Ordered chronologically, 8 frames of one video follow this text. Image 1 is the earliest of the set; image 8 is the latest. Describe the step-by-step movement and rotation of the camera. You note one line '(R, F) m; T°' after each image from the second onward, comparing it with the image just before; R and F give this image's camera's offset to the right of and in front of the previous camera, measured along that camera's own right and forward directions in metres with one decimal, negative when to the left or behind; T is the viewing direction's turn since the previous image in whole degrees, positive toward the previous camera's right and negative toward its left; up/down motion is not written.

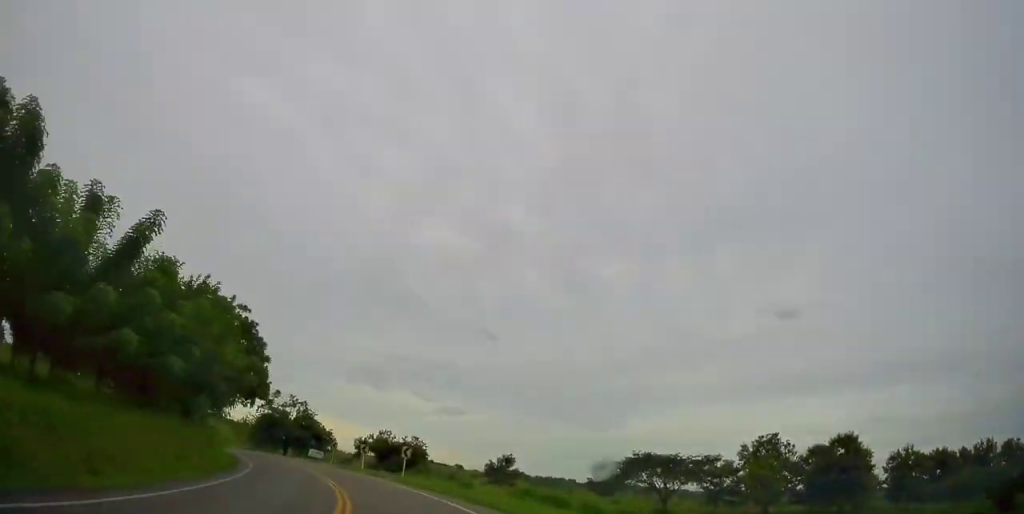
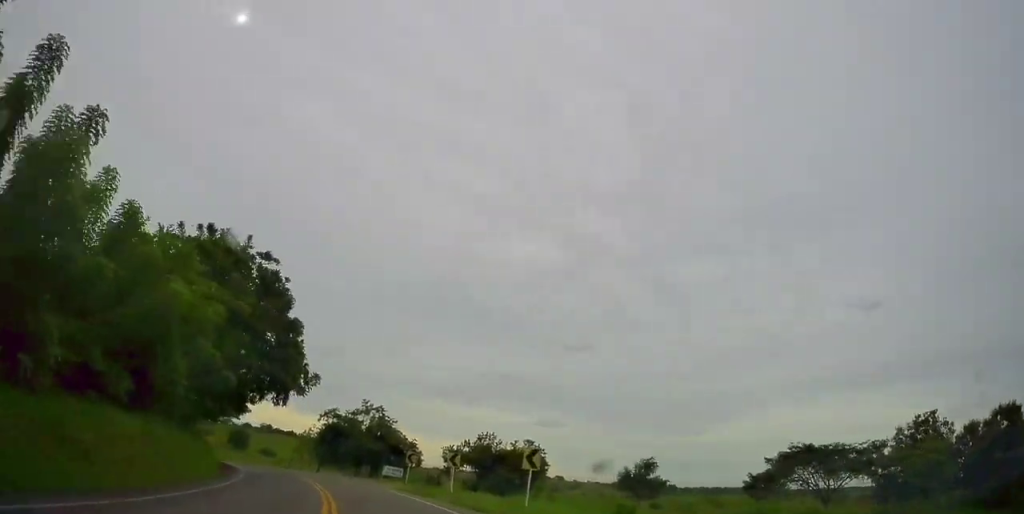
(-0.9, +20.0) m; -6°
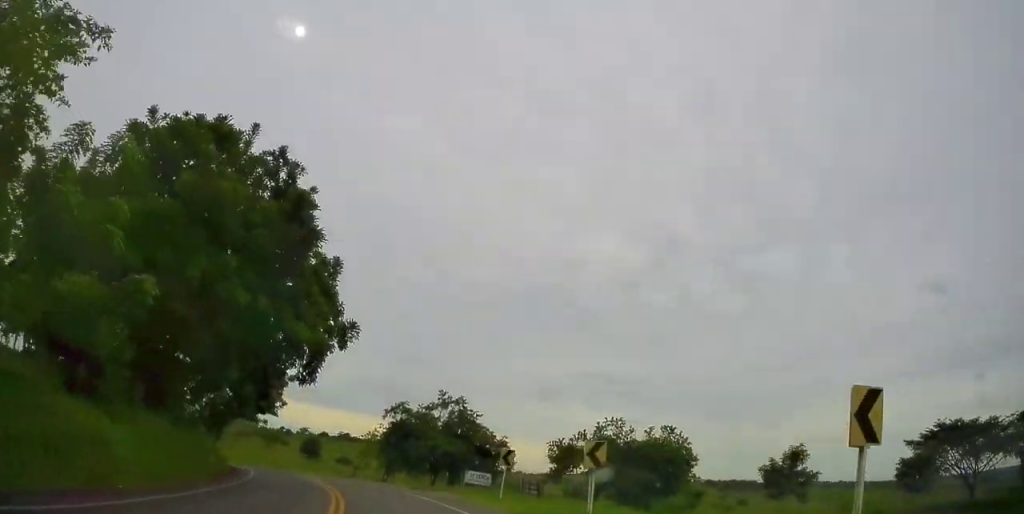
(-0.5, +14.2) m; -9°
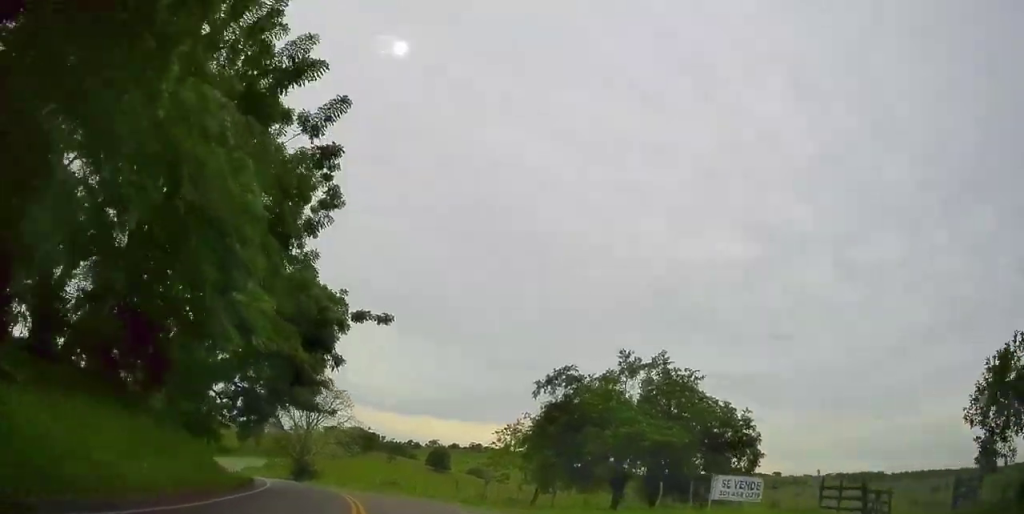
(-3.0, +24.0) m; -11°
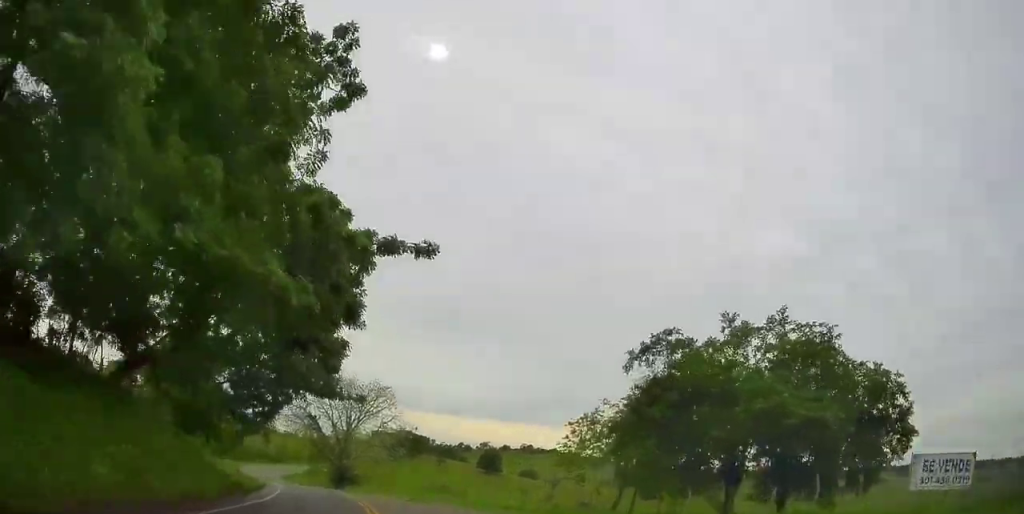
(0.0, +8.3) m; -4°
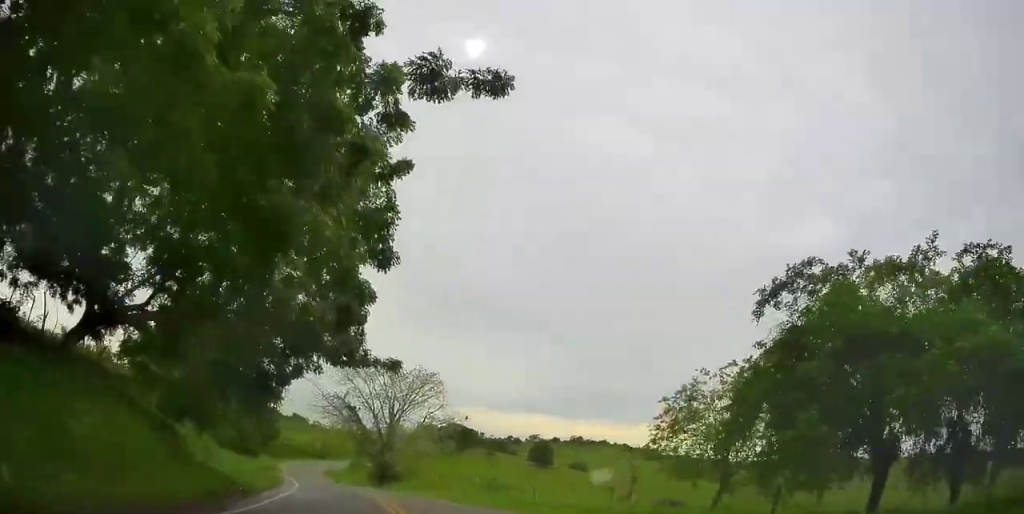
(-0.6, +7.6) m; -5°
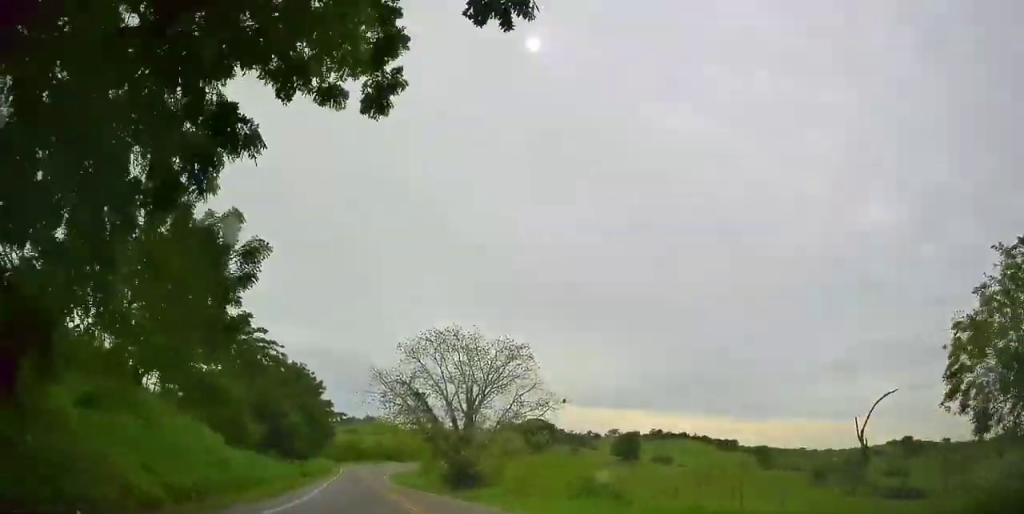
(-1.0, +15.2) m; -6°
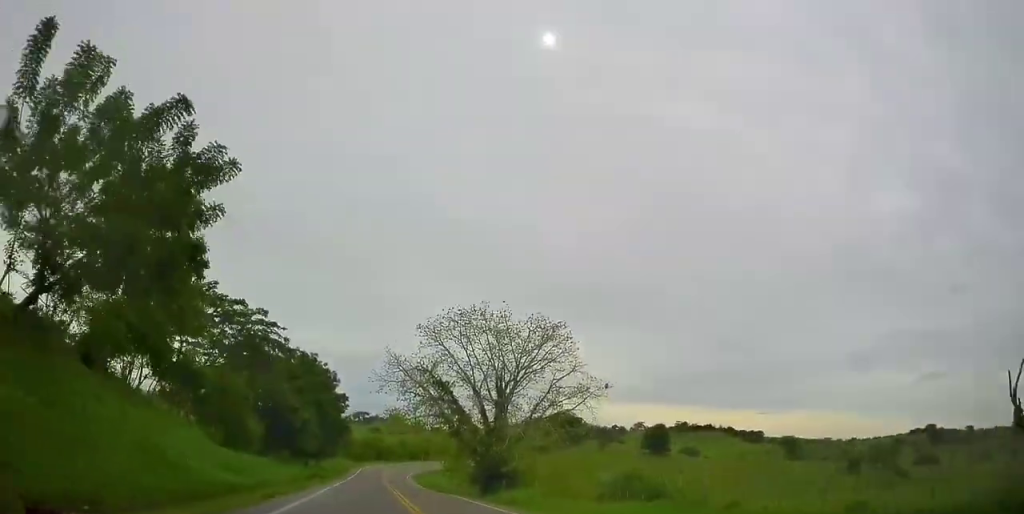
(-0.1, +6.4) m; -3°
